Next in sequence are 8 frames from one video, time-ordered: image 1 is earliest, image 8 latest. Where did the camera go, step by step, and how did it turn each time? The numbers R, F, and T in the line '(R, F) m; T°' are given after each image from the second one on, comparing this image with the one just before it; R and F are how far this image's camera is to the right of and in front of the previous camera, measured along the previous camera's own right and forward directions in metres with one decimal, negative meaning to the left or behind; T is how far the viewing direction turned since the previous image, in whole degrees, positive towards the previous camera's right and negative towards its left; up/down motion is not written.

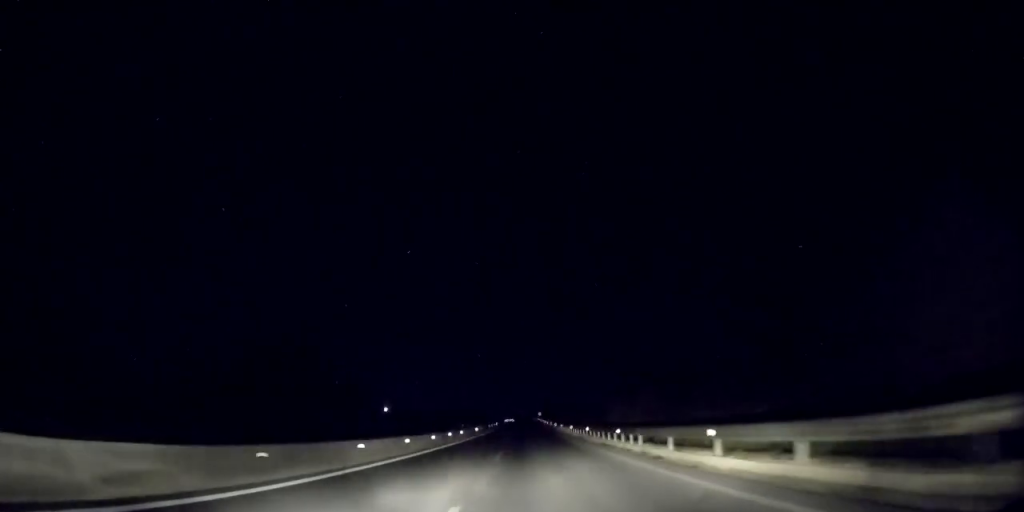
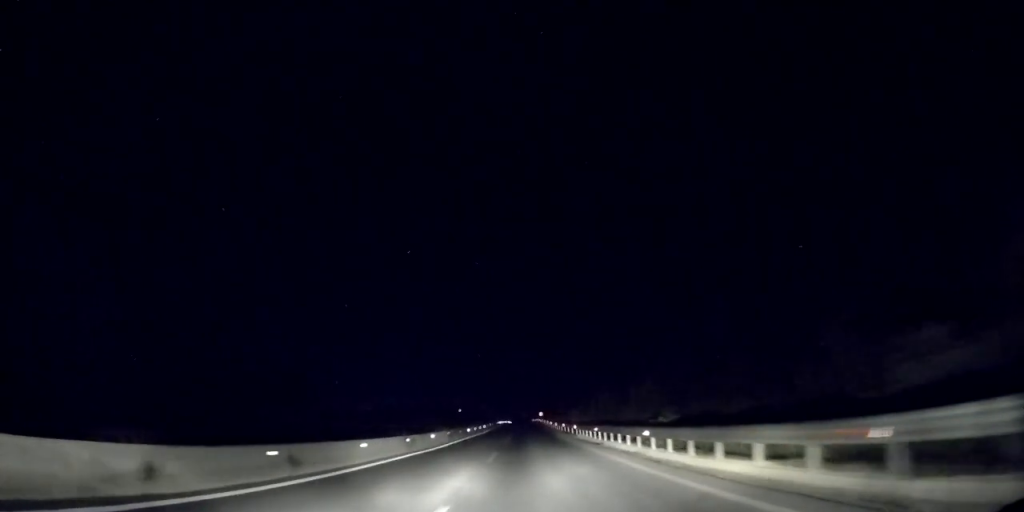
(+0.2, +31.1) m; 0°
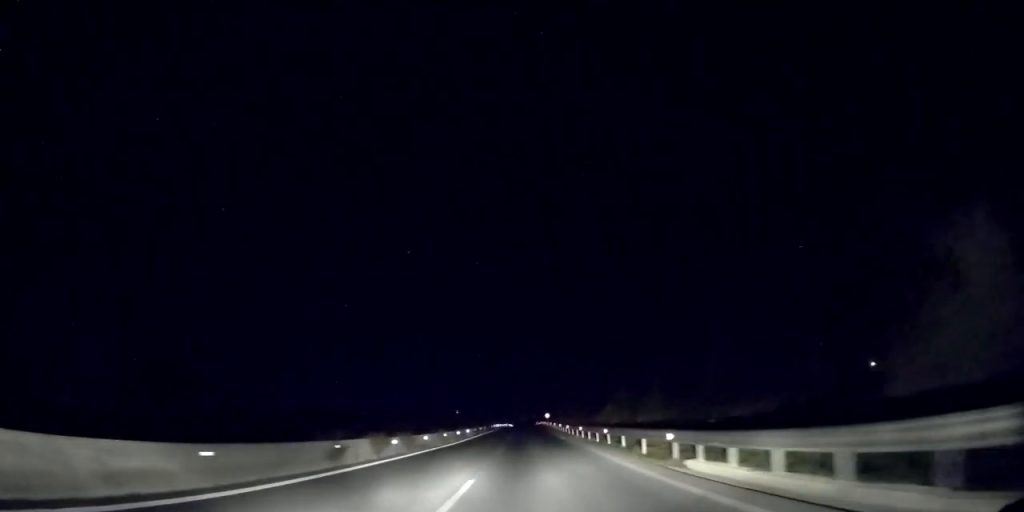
(-0.1, +27.6) m; 0°
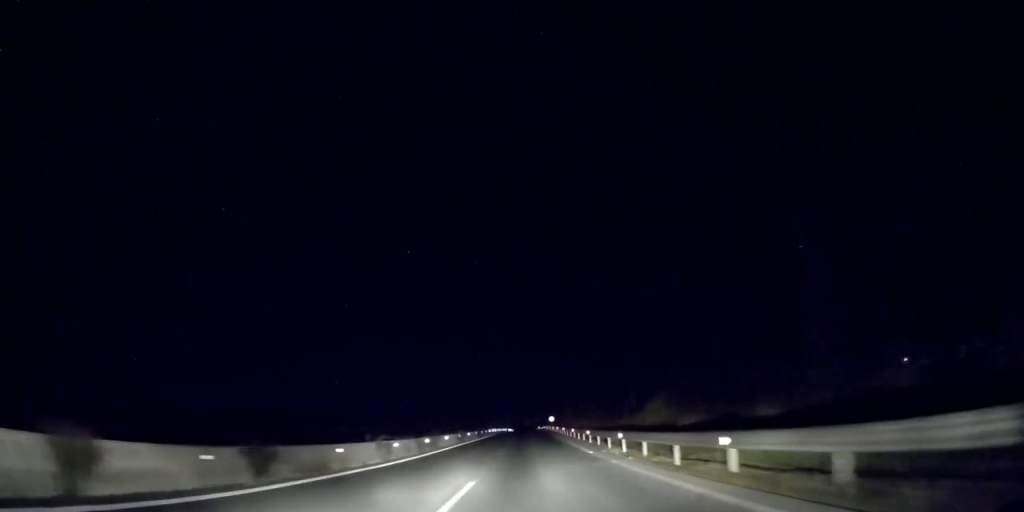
(0.0, +16.0) m; 0°
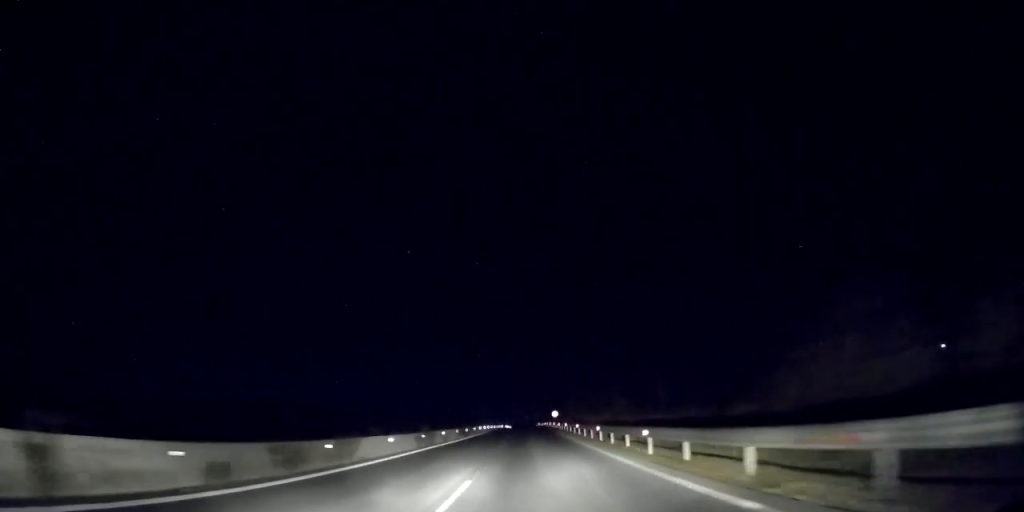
(+0.2, +17.0) m; 0°
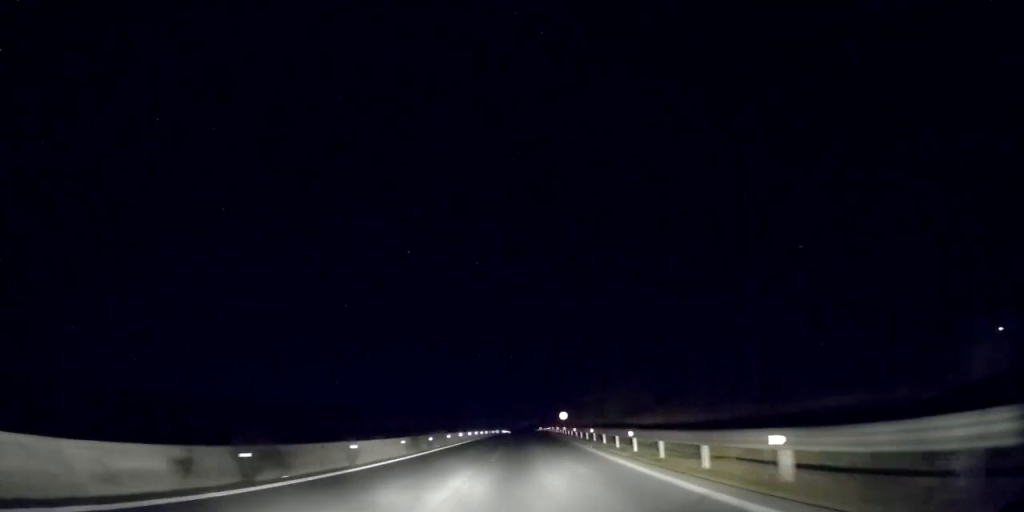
(-0.4, +21.3) m; 0°
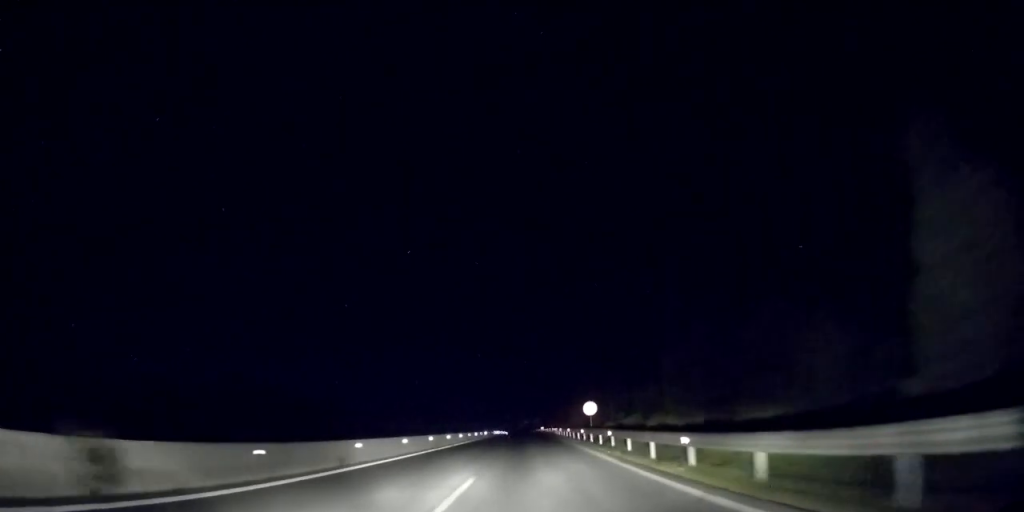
(+0.2, +31.0) m; +1°
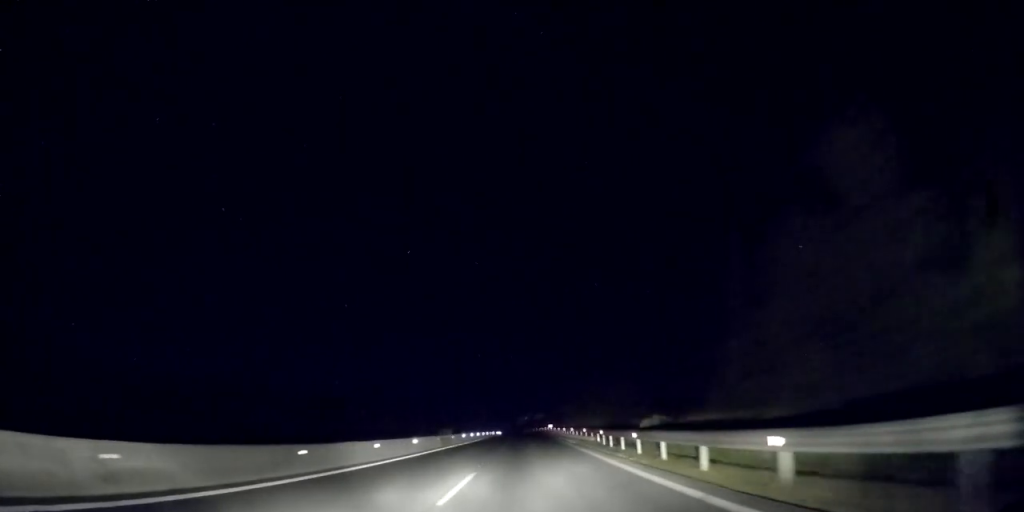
(-0.3, +53.1) m; -1°
